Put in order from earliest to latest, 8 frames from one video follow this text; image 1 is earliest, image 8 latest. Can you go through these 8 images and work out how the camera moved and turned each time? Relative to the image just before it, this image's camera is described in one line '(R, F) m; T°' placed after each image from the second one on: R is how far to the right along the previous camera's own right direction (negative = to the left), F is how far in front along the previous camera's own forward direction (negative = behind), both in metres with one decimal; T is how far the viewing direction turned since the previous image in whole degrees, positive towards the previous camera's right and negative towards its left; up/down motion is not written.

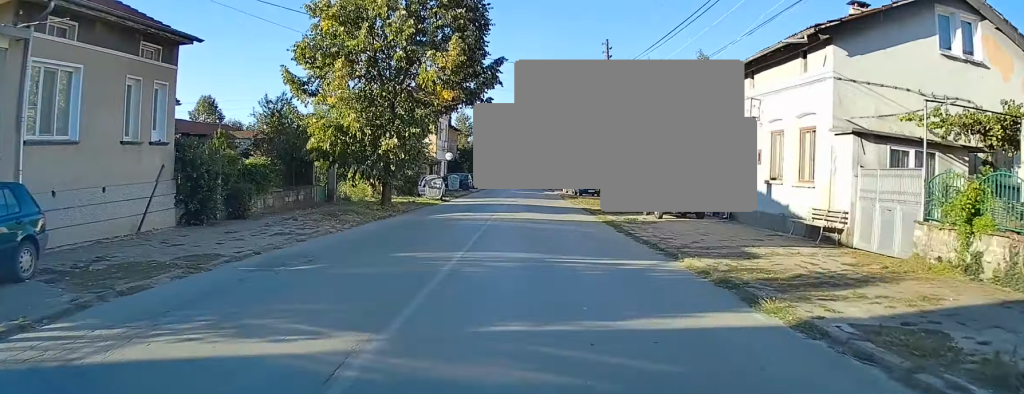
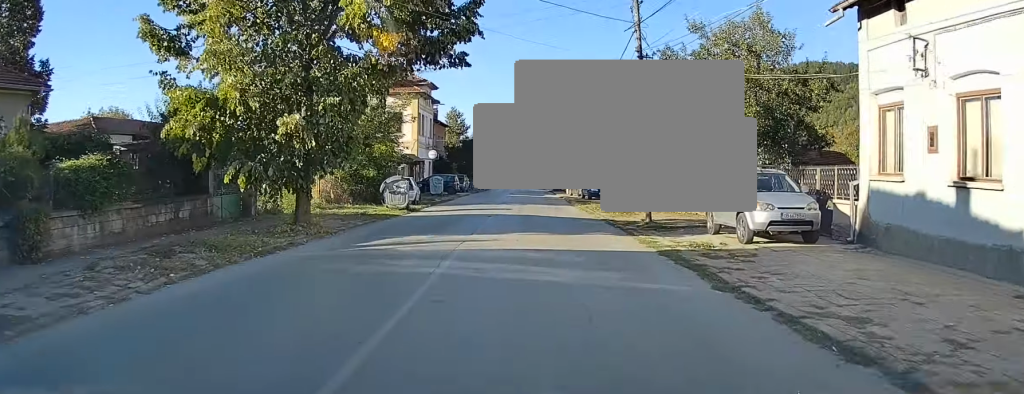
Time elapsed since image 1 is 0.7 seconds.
(+0.1, +10.1) m; +1°
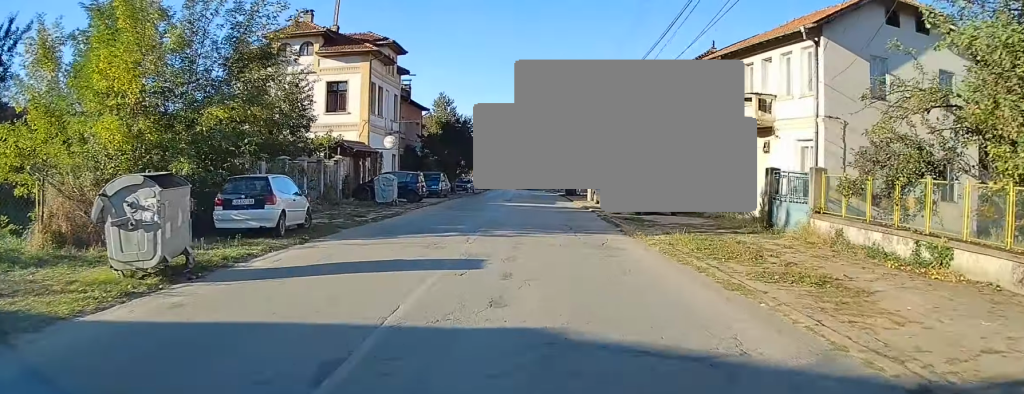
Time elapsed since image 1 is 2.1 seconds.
(0.0, +19.6) m; -1°
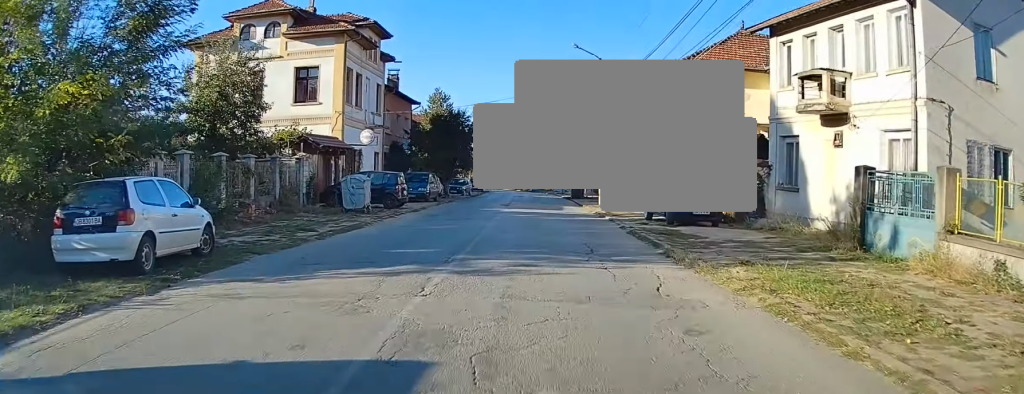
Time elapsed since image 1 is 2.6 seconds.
(-0.1, +6.1) m; -1°
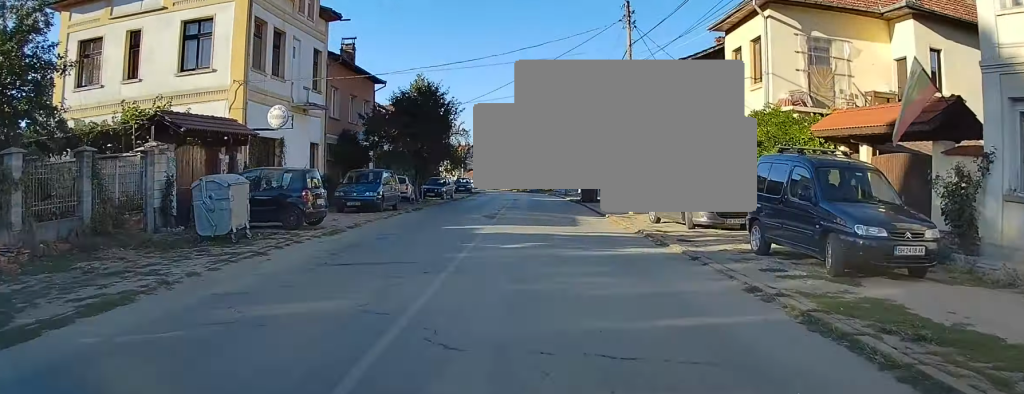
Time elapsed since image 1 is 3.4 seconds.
(-0.1, +12.2) m; 0°
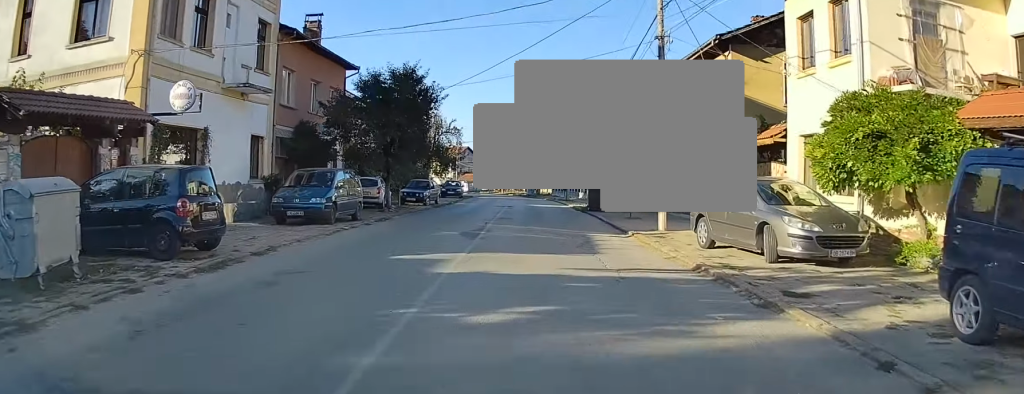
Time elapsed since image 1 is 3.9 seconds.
(0.0, +6.5) m; 0°
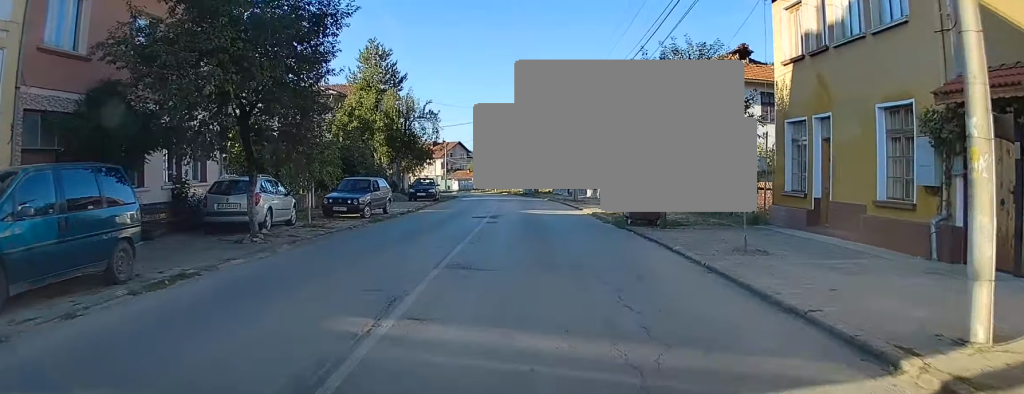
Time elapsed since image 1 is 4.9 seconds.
(+0.1, +14.3) m; 0°
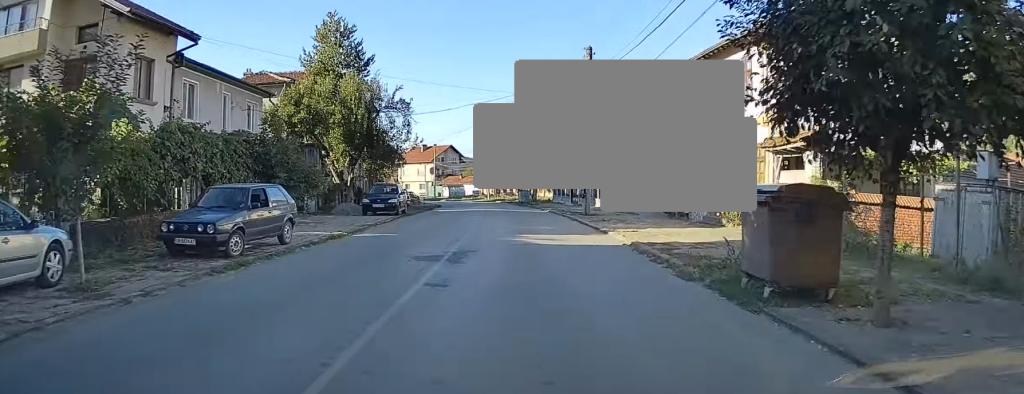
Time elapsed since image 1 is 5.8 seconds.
(-0.1, +11.5) m; 0°
